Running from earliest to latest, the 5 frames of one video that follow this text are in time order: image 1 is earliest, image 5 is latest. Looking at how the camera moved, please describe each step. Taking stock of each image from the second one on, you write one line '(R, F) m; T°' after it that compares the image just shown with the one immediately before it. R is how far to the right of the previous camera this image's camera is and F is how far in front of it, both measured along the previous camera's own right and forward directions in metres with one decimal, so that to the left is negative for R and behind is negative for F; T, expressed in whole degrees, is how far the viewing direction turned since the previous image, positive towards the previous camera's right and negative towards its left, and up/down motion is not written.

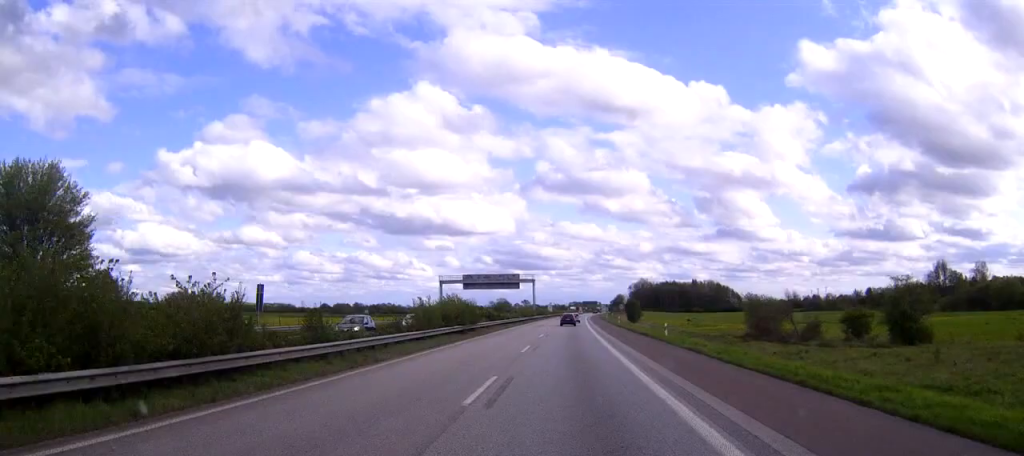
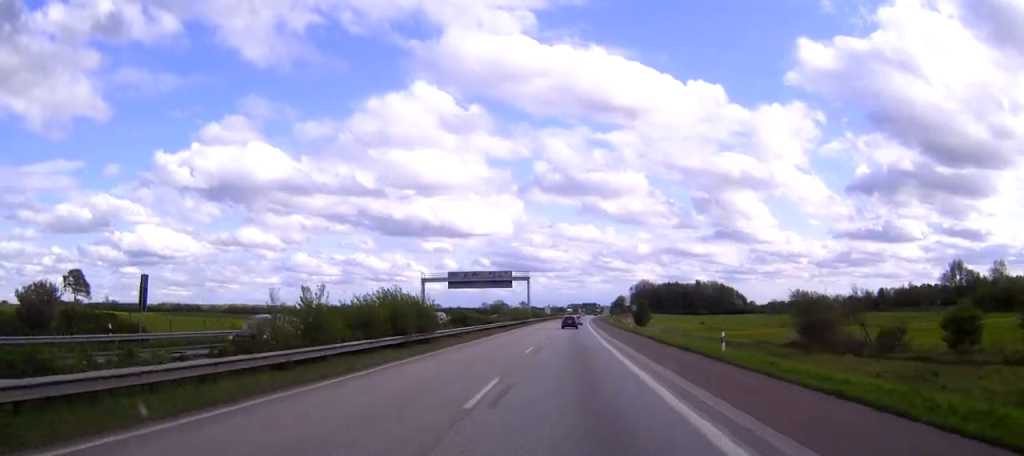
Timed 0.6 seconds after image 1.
(0.0, +17.7) m; 0°
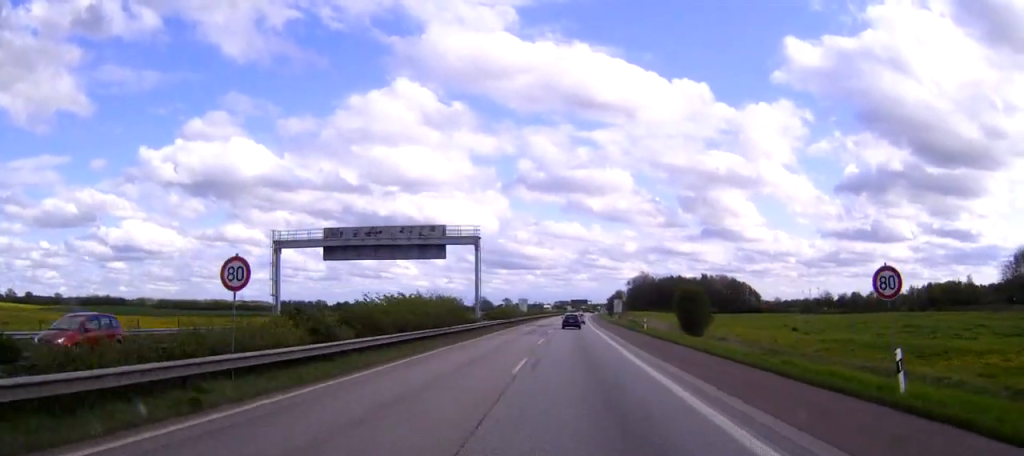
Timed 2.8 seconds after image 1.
(+0.4, +64.8) m; +1°
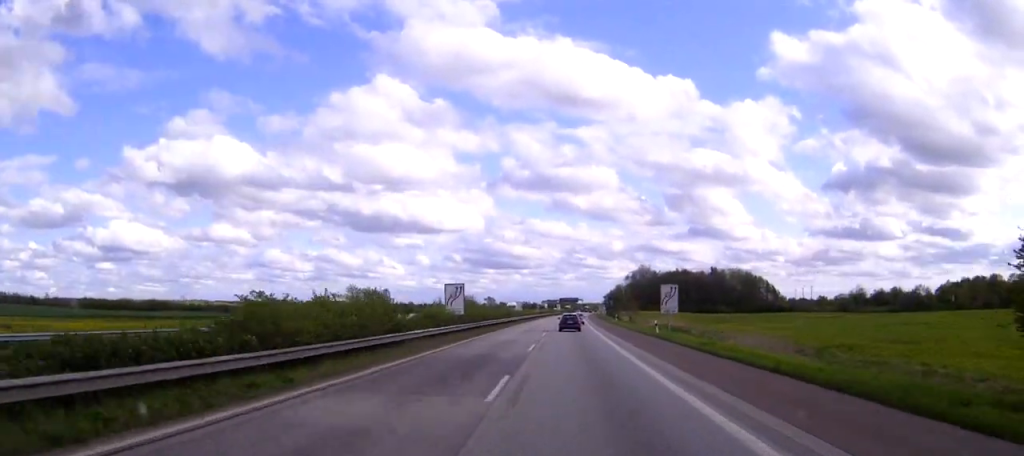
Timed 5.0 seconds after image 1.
(+0.6, +60.4) m; +1°
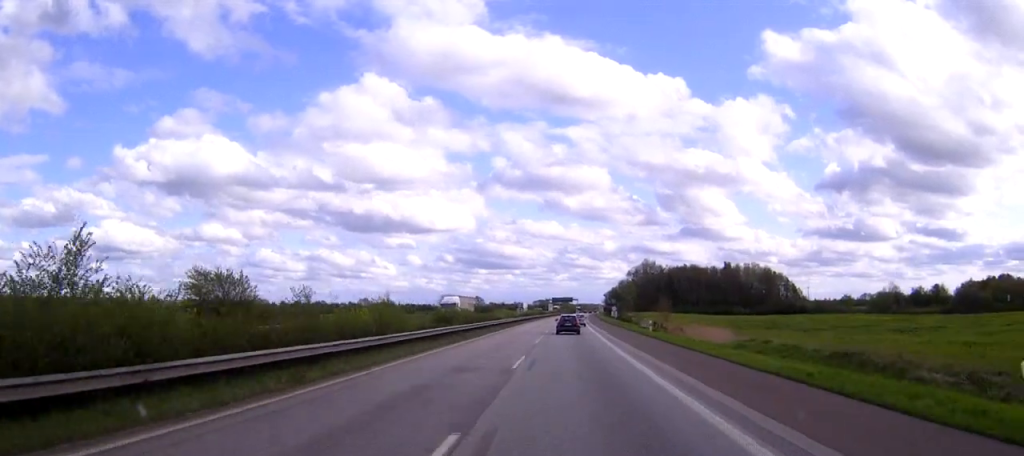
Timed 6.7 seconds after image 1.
(+0.2, +44.4) m; 0°
